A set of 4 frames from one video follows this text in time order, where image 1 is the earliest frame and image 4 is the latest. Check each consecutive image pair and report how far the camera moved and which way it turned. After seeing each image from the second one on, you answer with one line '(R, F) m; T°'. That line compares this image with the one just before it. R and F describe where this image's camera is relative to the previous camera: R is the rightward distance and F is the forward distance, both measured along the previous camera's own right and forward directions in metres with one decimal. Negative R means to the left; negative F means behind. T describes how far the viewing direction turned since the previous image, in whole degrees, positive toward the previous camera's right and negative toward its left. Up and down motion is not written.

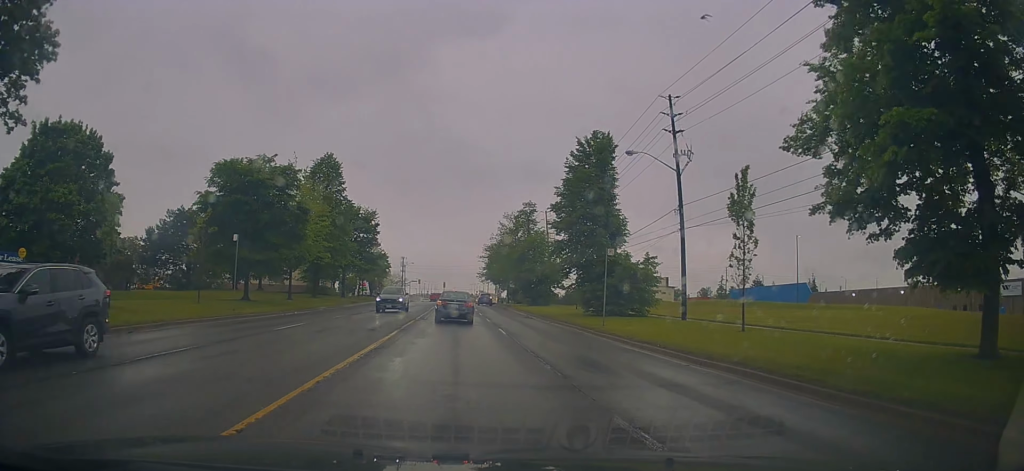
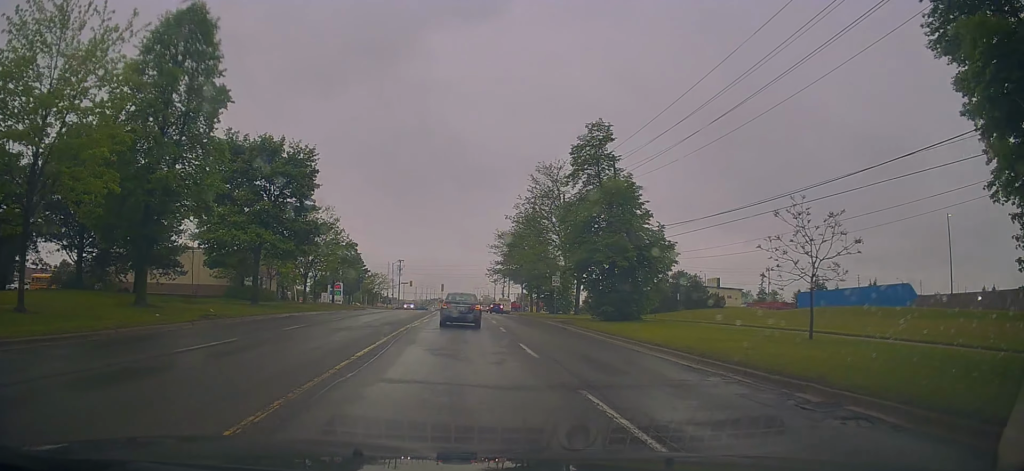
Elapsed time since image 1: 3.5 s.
(-1.0, +33.6) m; -1°
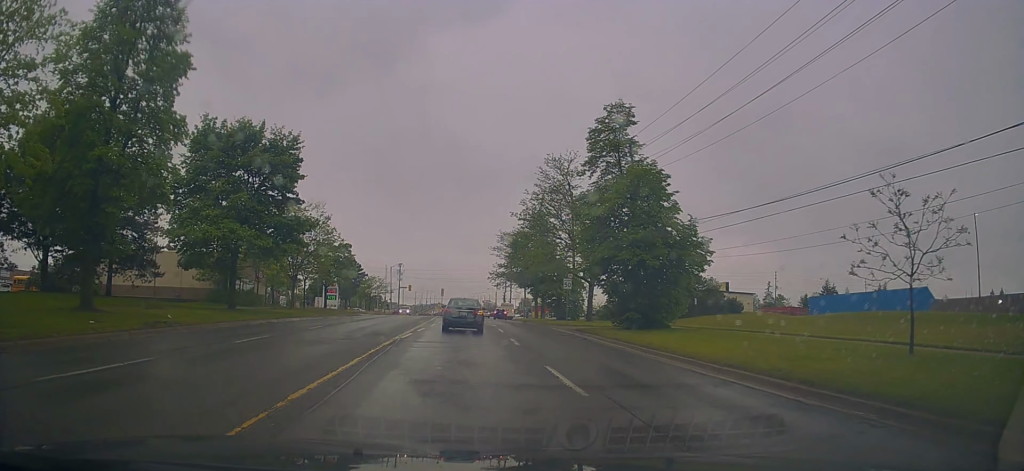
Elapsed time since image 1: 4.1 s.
(0.0, +4.1) m; 0°
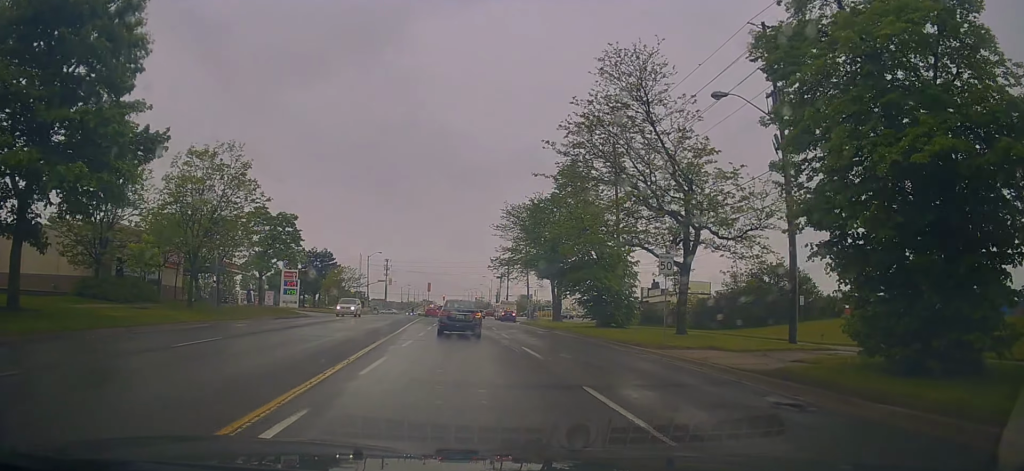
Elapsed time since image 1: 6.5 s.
(0.0, +20.3) m; -1°
